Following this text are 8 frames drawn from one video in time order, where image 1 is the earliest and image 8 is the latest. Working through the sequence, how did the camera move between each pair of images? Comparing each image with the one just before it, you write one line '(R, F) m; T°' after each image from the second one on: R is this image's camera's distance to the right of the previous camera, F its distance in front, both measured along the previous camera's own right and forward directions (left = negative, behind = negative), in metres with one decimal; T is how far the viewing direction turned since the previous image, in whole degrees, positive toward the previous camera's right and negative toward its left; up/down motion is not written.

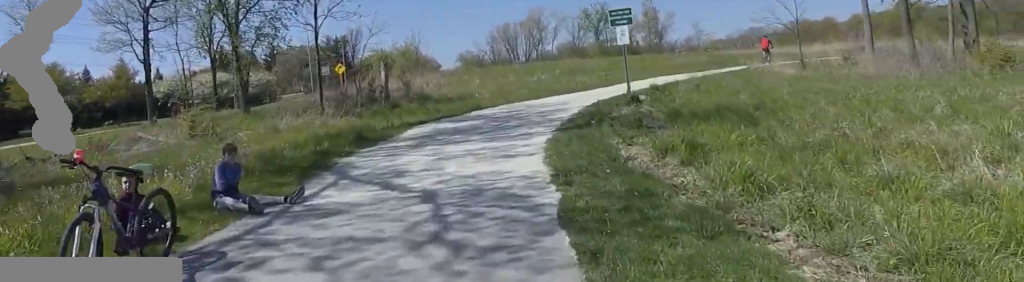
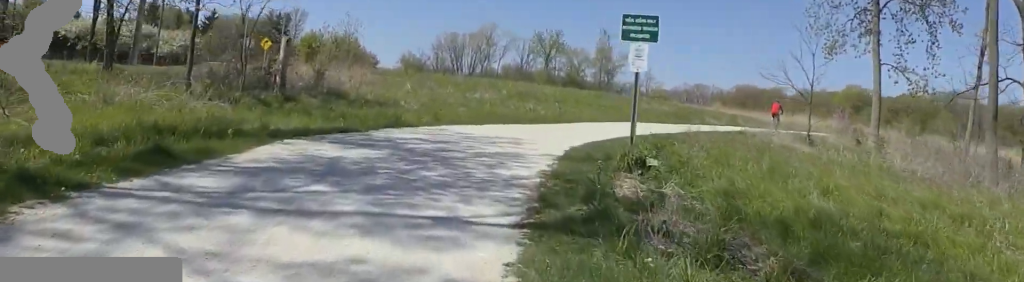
(+0.1, +7.1) m; +17°
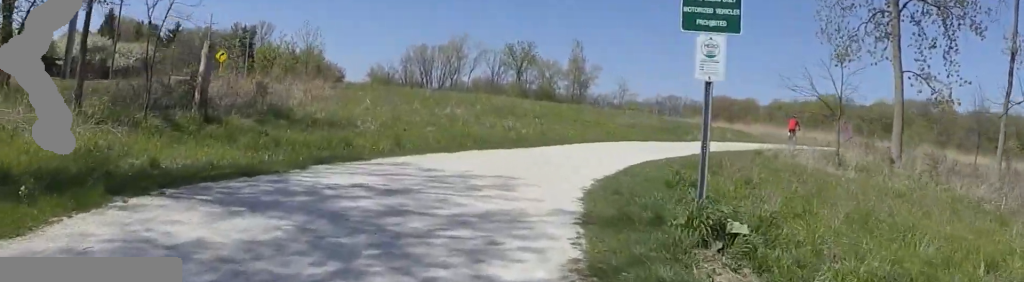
(+1.1, +4.2) m; +5°
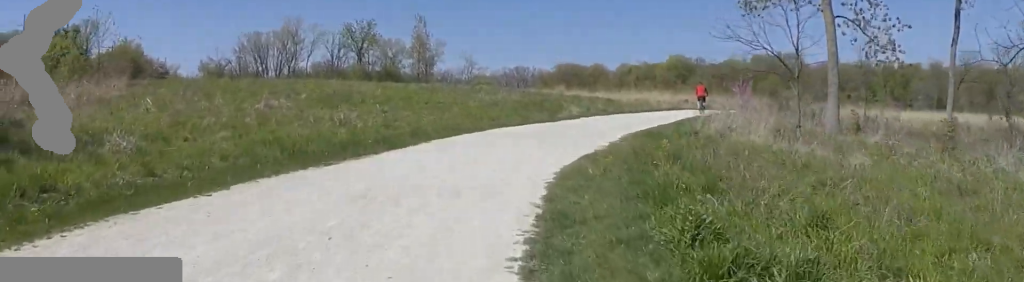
(-0.3, +6.5) m; +13°
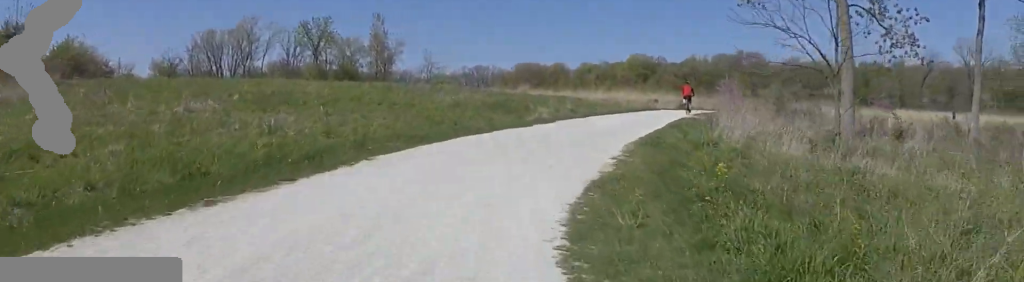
(+1.3, +3.3) m; +12°
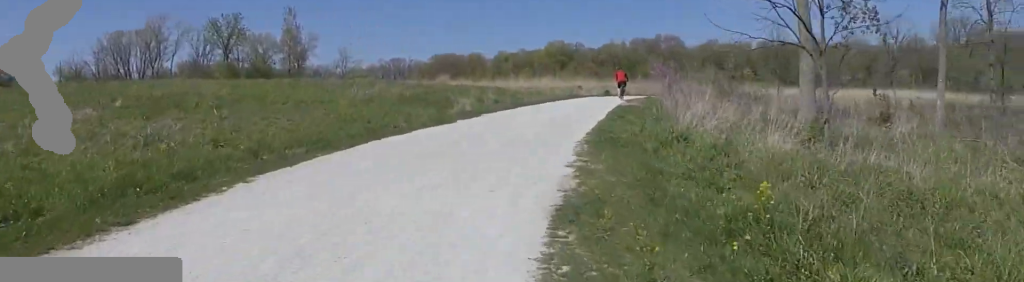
(-0.1, +2.2) m; -1°
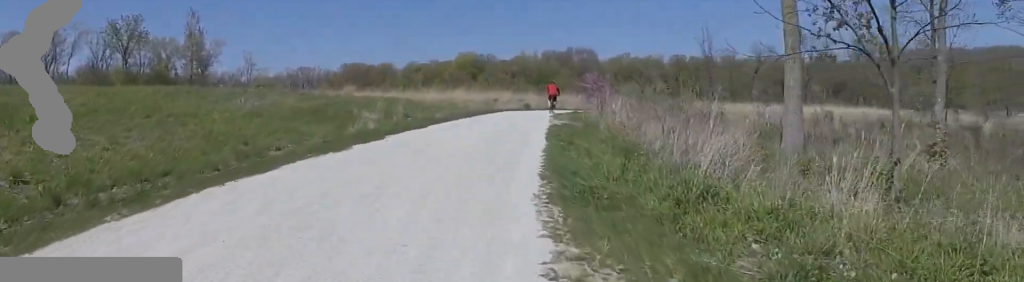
(-0.3, +3.6) m; -3°
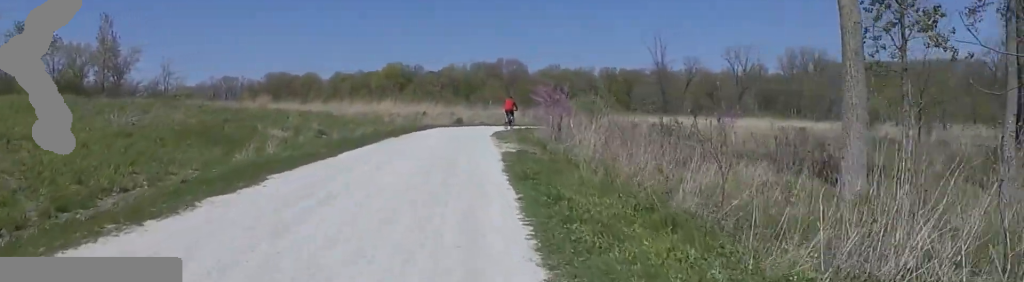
(+0.2, +4.2) m; +6°
